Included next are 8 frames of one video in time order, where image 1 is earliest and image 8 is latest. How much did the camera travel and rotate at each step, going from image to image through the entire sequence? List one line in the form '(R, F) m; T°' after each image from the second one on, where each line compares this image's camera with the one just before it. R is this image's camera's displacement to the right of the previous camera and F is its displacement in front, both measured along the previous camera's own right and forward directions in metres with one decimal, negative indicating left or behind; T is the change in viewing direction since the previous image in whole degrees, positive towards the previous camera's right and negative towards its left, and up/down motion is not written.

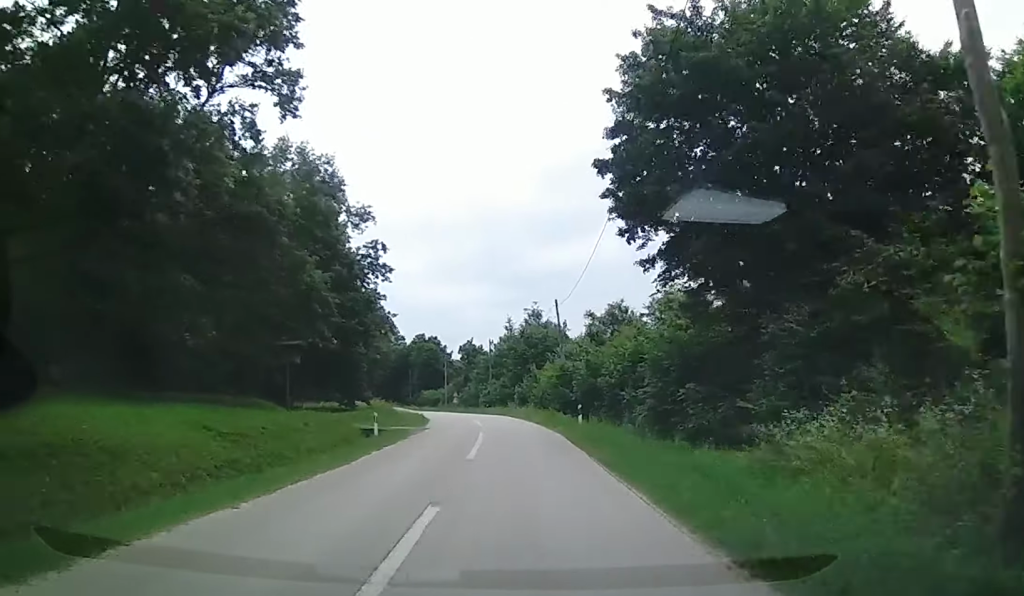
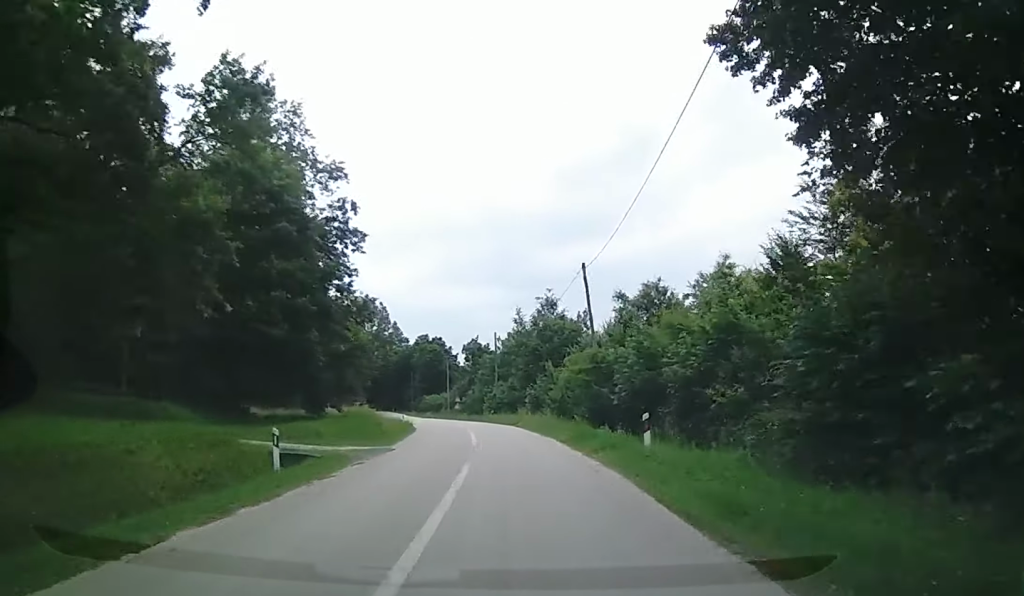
(+0.1, +11.4) m; +1°
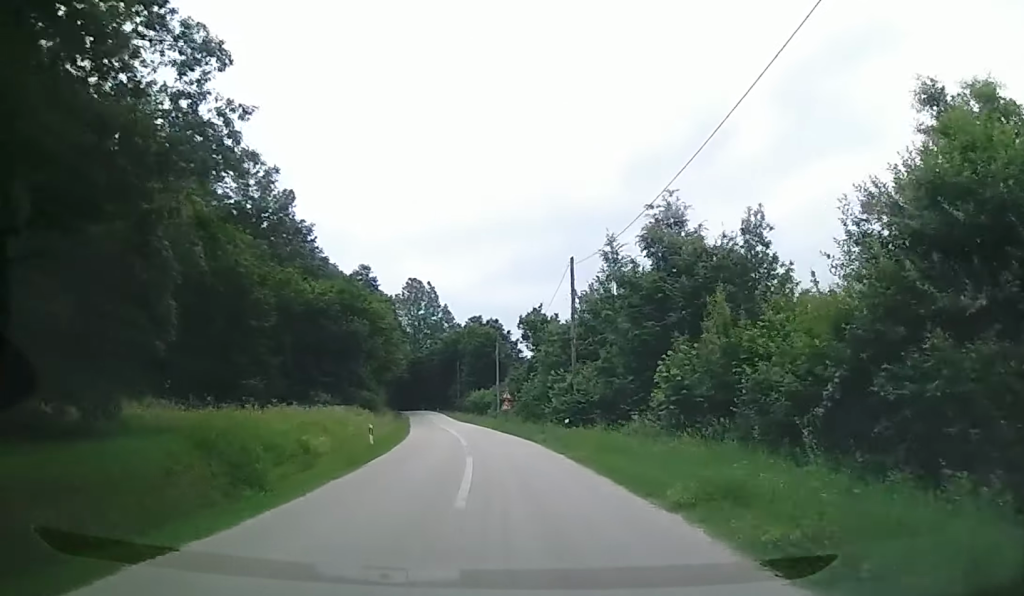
(+0.4, +29.3) m; -3°
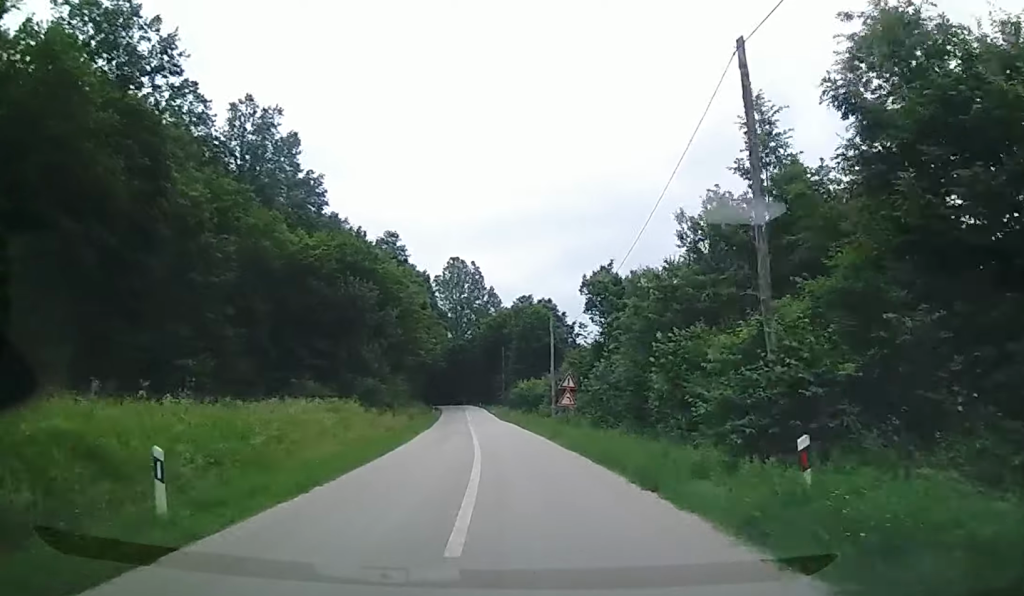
(-1.0, +17.6) m; -7°
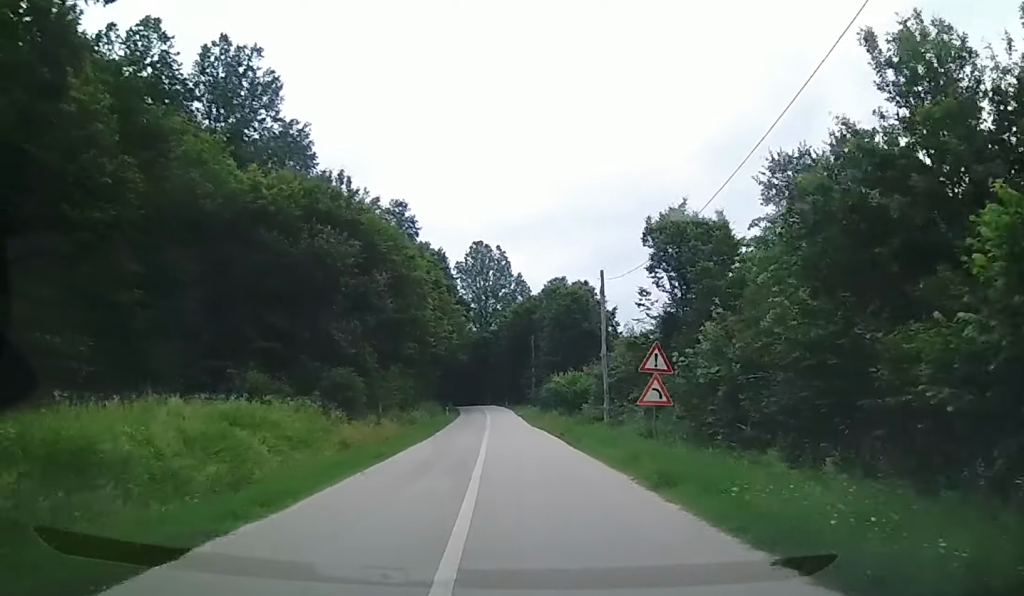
(-0.7, +14.3) m; -4°
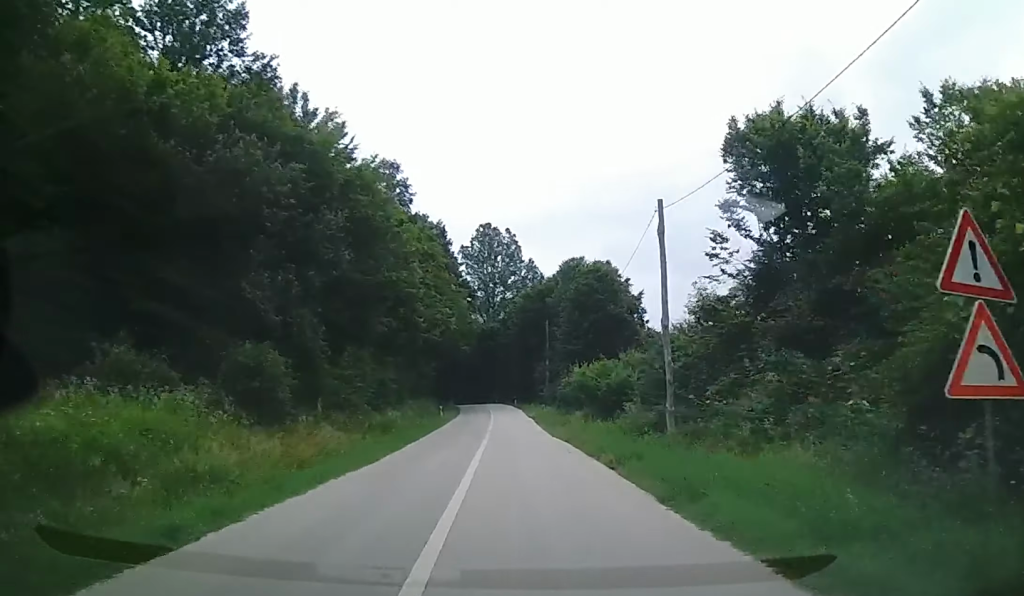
(-0.3, +11.8) m; -2°
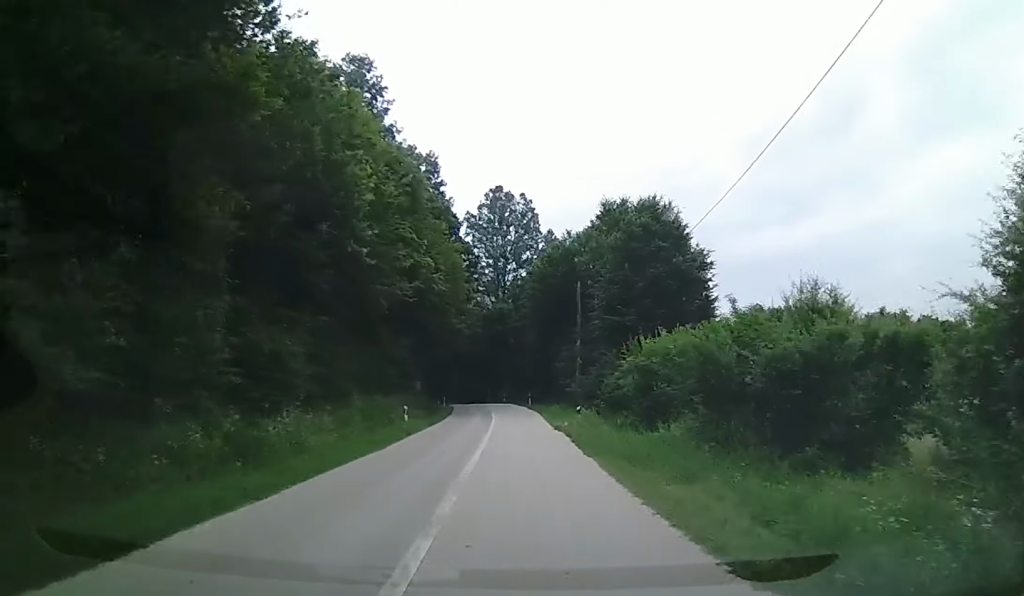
(-0.4, +19.4) m; -3°
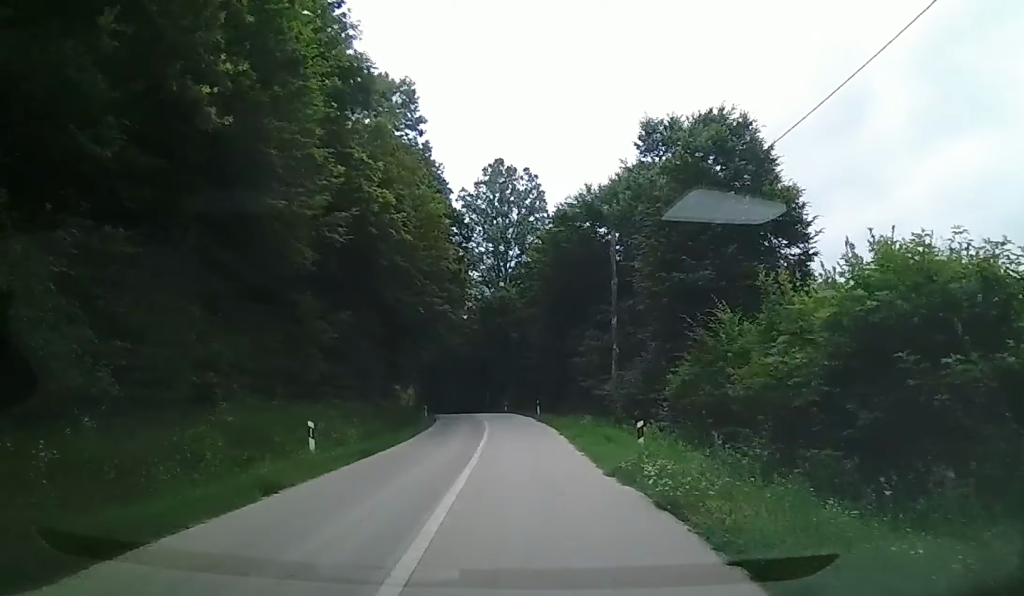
(-0.2, +13.6) m; -2°
